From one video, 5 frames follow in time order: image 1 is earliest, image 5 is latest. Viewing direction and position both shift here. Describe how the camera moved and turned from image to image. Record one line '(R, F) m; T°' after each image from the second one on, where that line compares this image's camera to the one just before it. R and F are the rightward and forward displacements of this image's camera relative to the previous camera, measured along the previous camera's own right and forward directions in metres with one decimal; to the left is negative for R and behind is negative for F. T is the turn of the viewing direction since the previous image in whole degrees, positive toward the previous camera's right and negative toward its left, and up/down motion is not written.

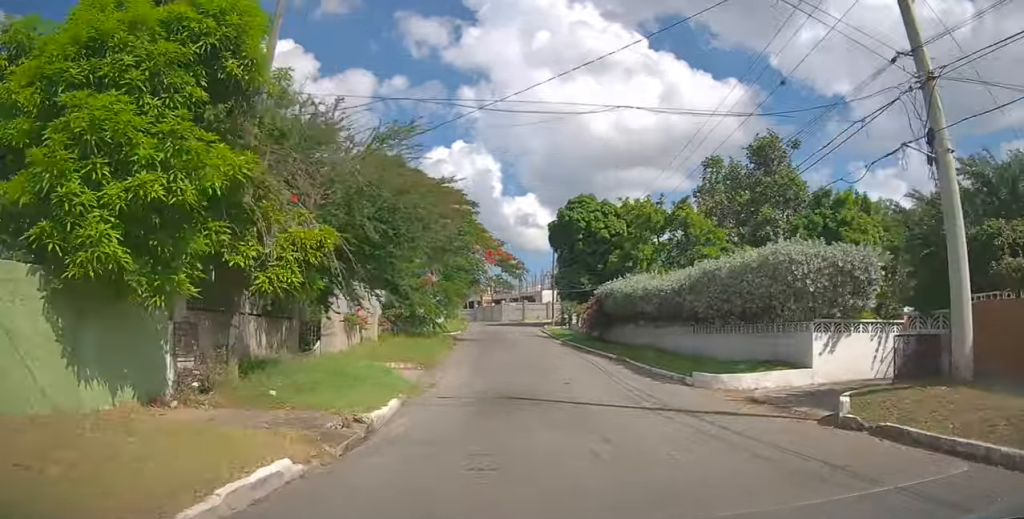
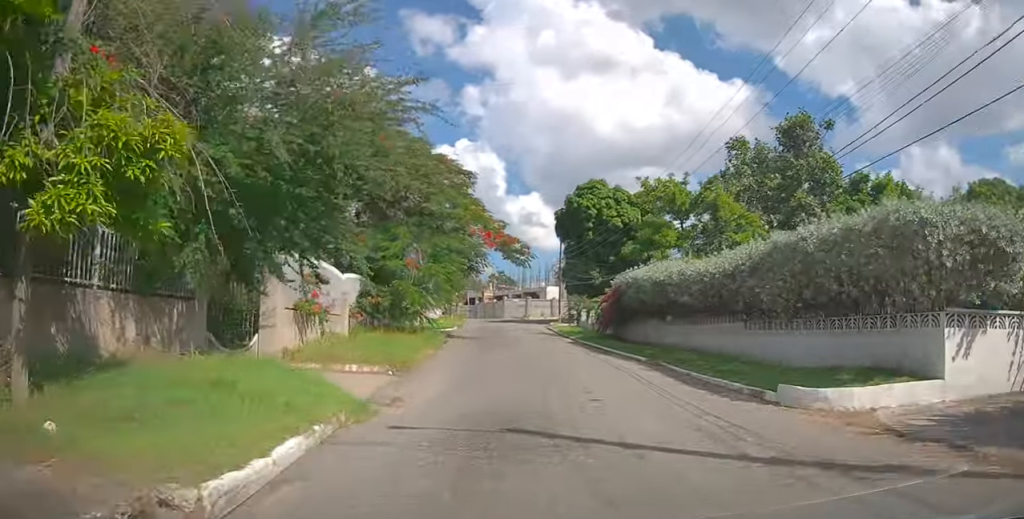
(-0.1, +4.9) m; -2°
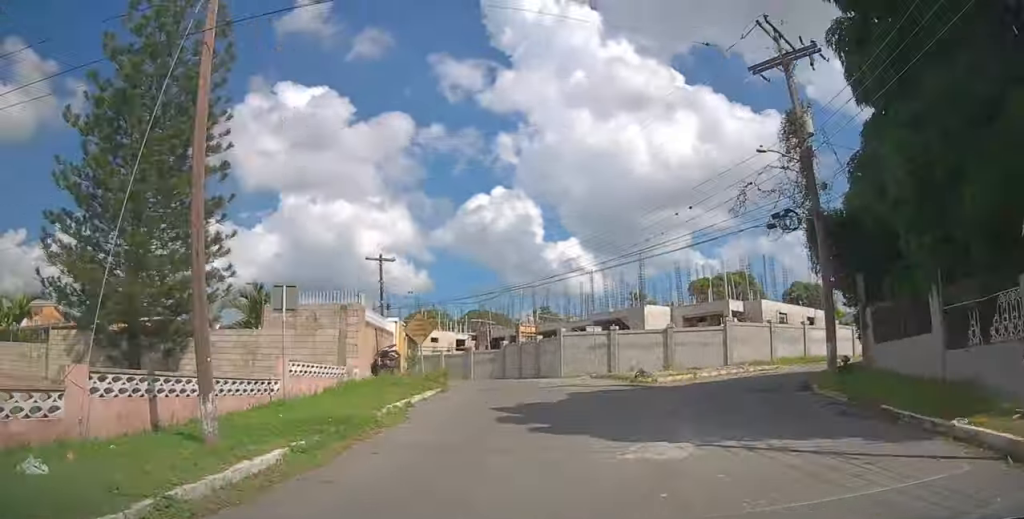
(-2.9, +47.6) m; -4°
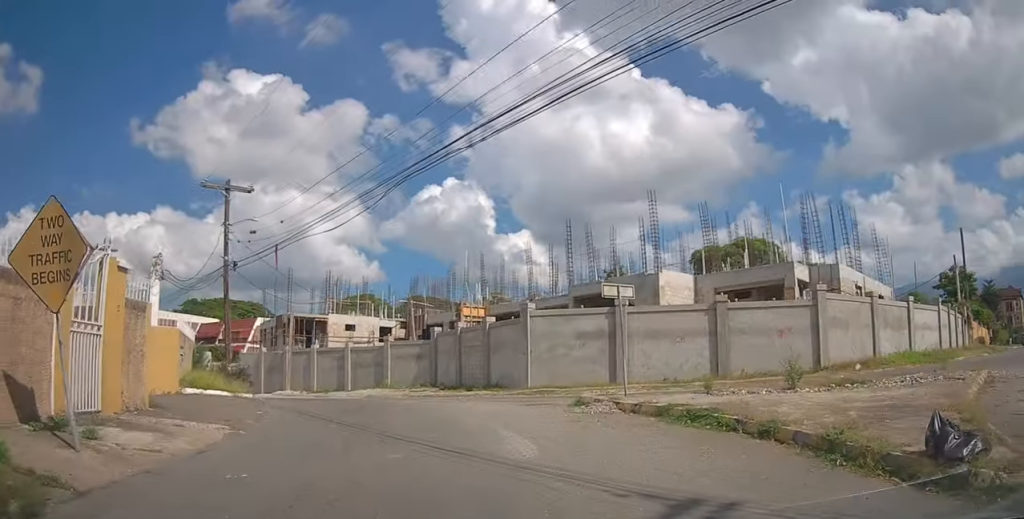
(-0.2, +18.8) m; -1°
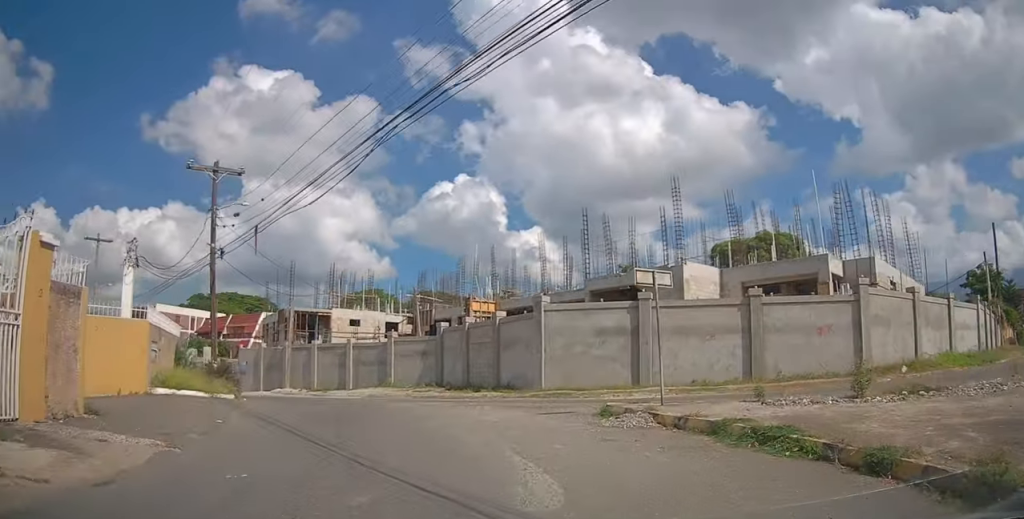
(0.0, +2.3) m; -1°
